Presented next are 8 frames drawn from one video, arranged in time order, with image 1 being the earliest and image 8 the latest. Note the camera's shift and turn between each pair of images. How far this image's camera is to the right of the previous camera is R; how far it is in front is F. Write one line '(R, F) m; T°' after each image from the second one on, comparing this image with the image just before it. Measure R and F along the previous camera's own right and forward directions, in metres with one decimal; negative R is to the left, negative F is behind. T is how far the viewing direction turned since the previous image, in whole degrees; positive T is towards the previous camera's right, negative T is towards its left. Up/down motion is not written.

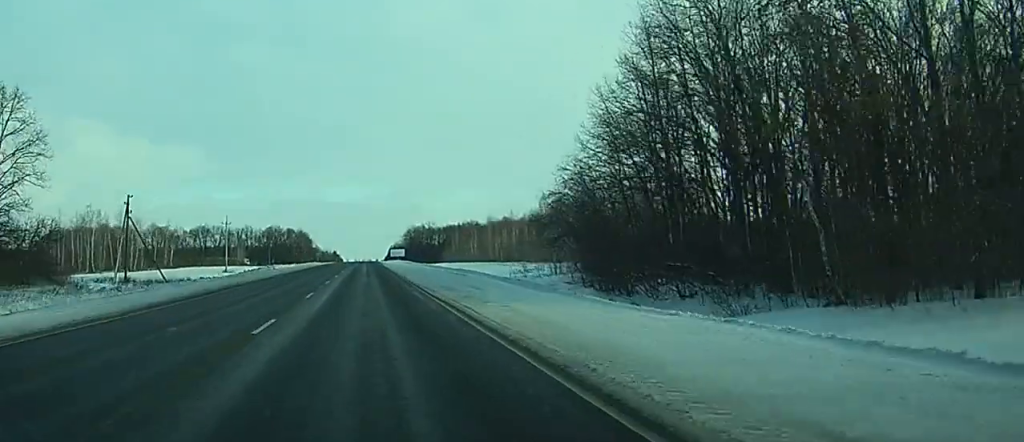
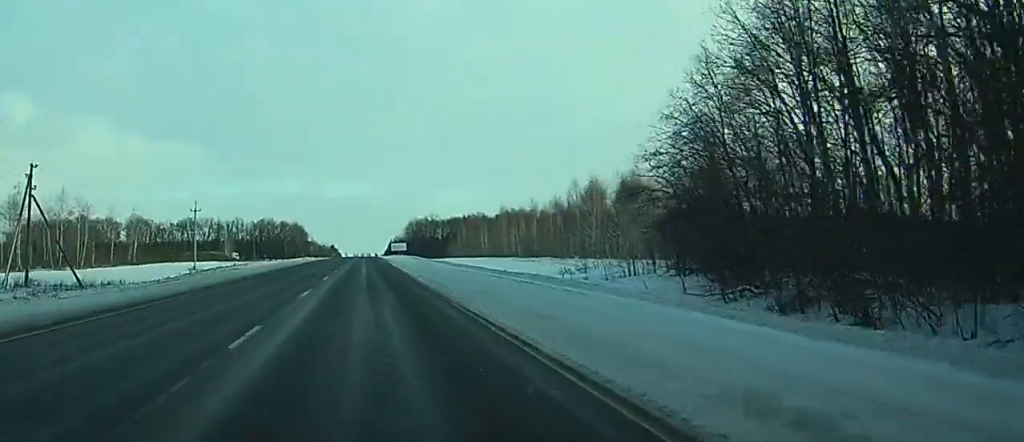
(0.0, +27.5) m; 0°
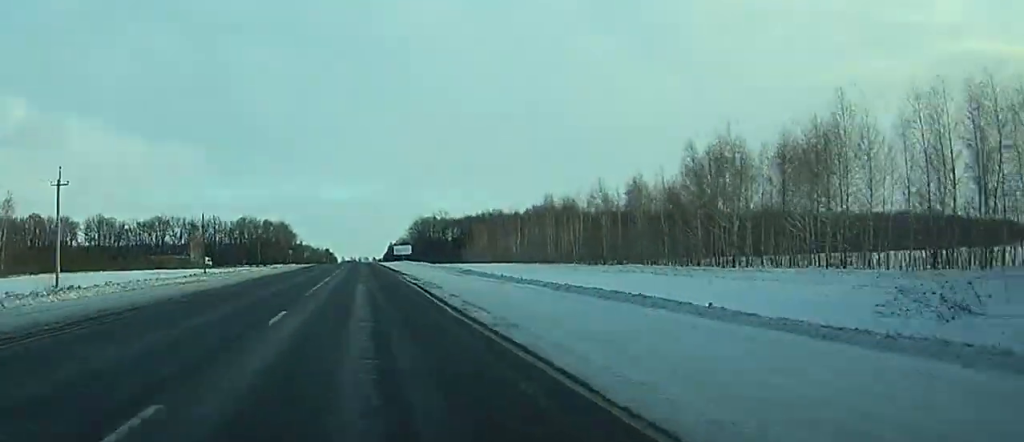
(-0.2, +56.2) m; 0°
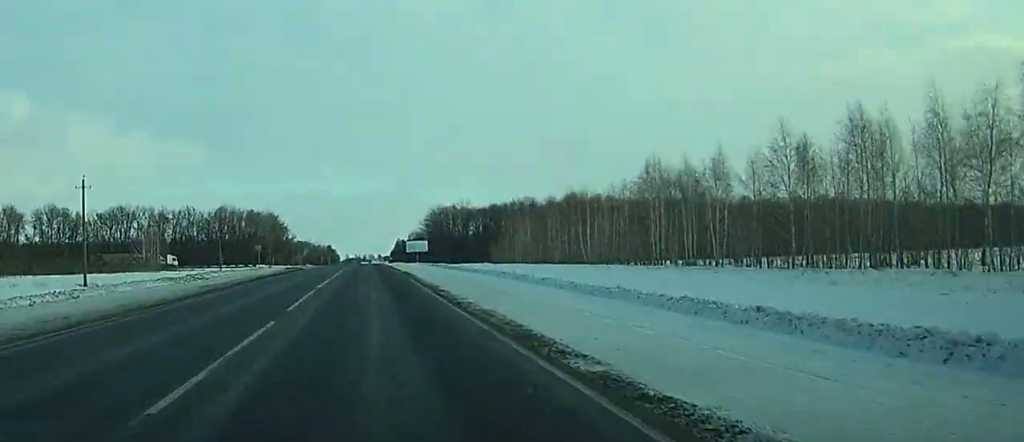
(+0.3, +58.7) m; 0°
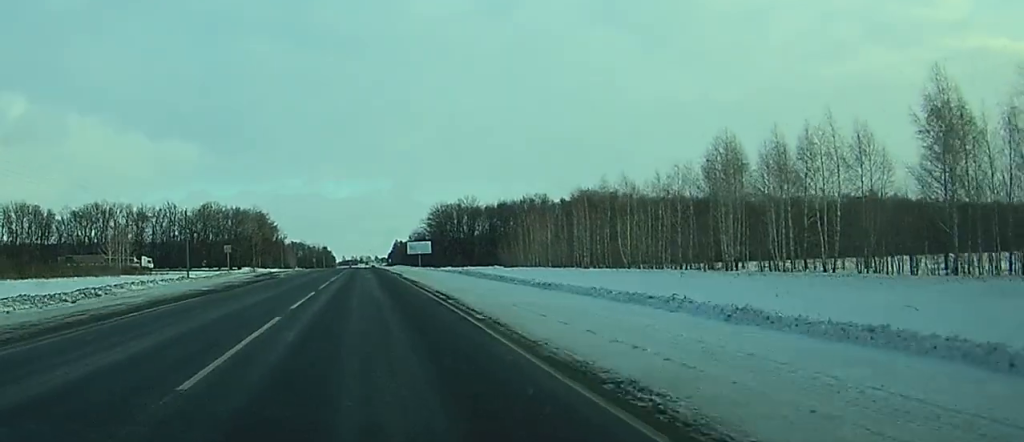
(-0.1, +23.2) m; 0°
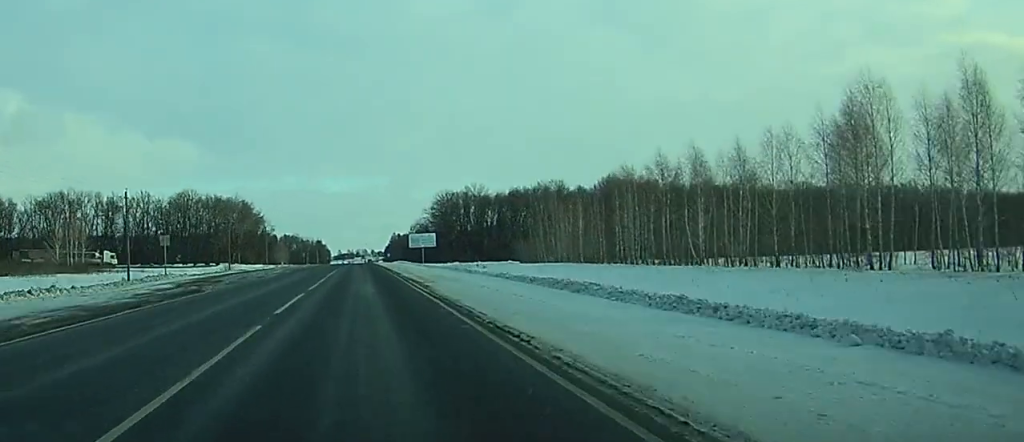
(0.0, +27.0) m; 0°
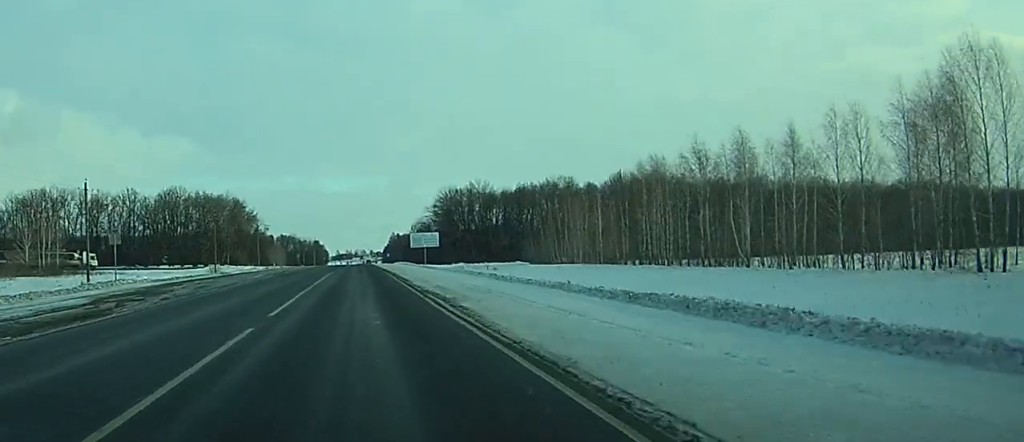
(0.0, +12.3) m; 0°
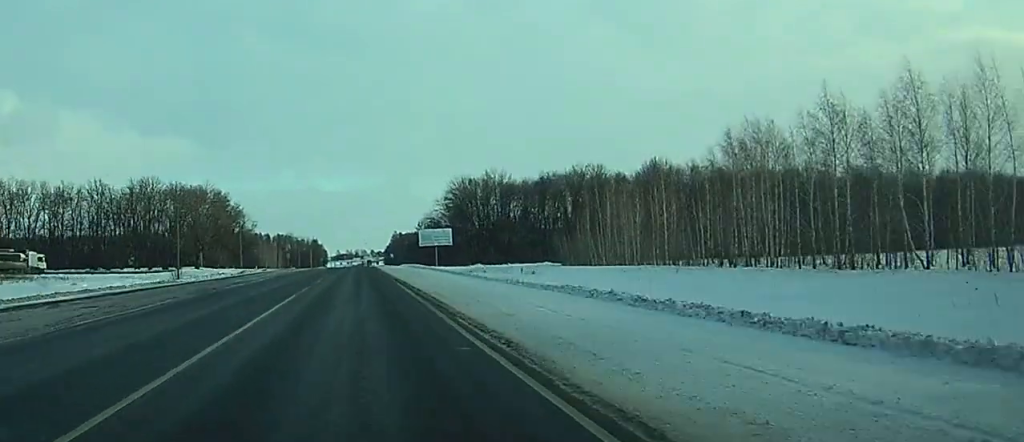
(+0.1, +27.3) m; 0°
